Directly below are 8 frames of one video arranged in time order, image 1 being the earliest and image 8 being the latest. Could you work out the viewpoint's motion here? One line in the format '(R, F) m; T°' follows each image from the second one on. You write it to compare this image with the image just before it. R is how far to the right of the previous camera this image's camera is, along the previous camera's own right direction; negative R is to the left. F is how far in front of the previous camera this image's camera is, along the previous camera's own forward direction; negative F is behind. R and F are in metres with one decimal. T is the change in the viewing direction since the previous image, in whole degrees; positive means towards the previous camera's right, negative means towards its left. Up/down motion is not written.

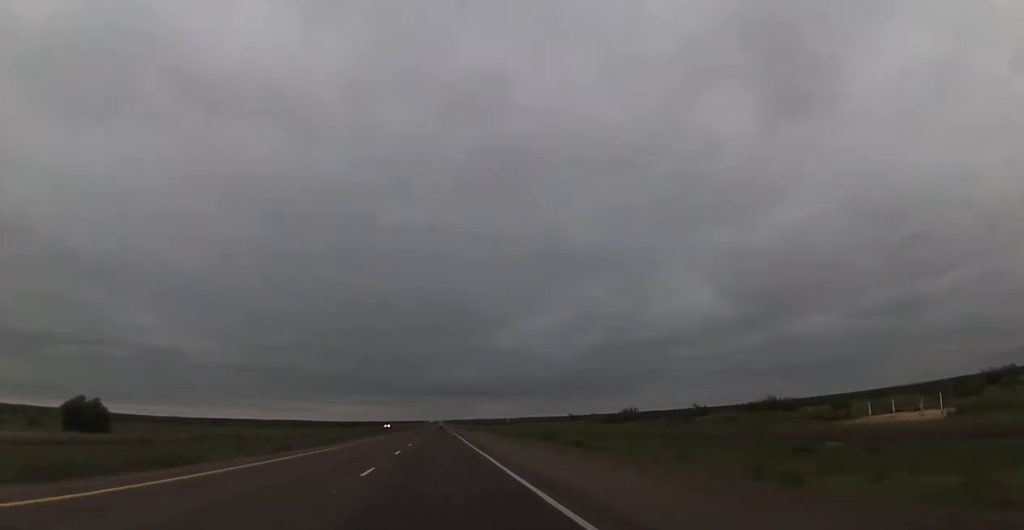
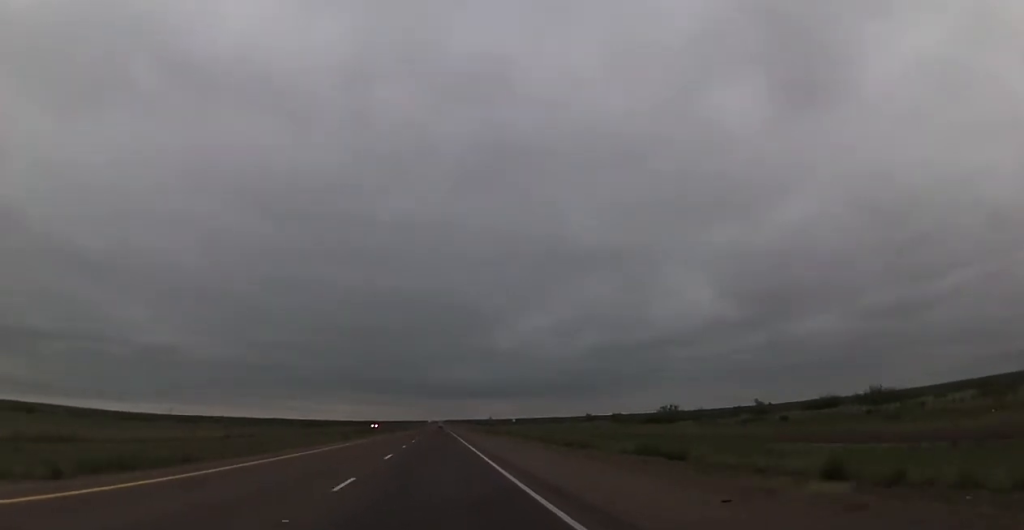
(0.0, +27.9) m; 0°
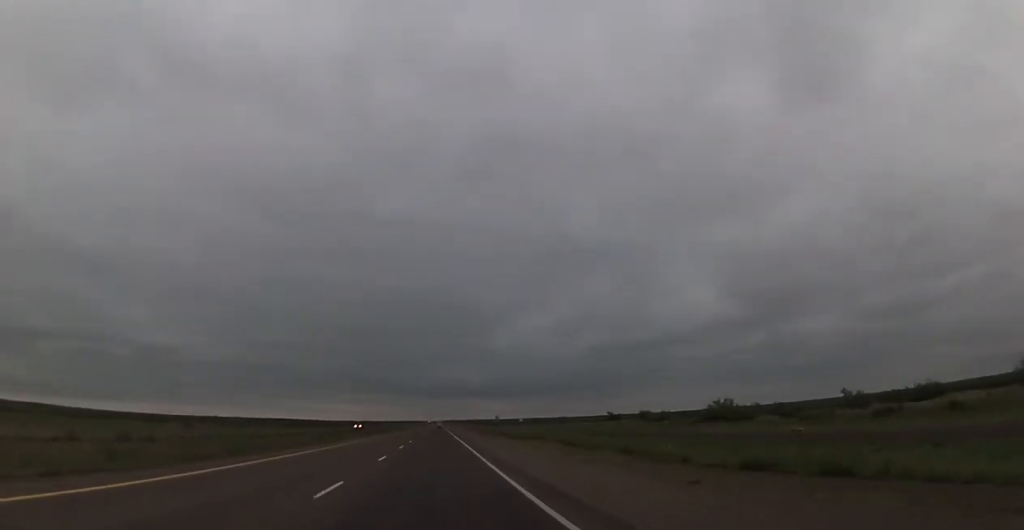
(-0.1, +25.5) m; 0°
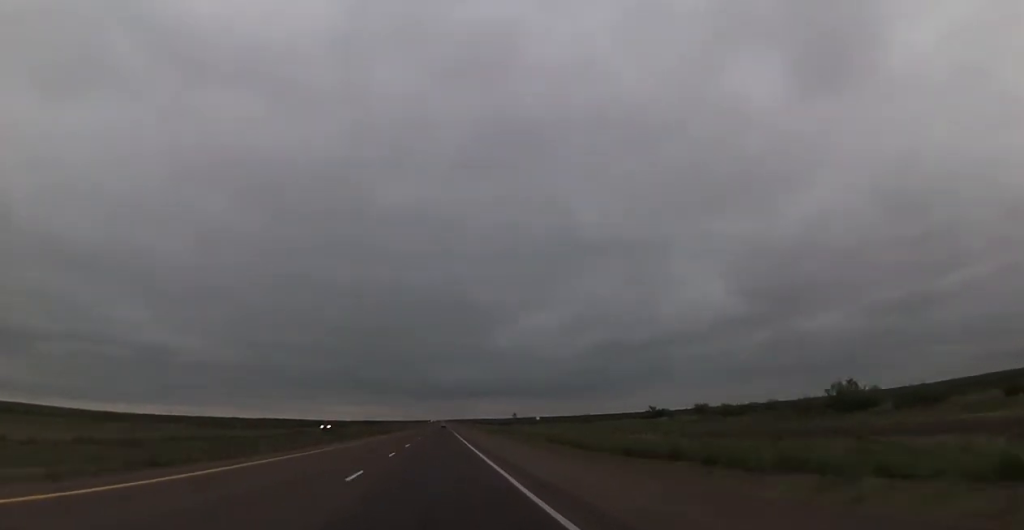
(0.0, +32.7) m; 0°
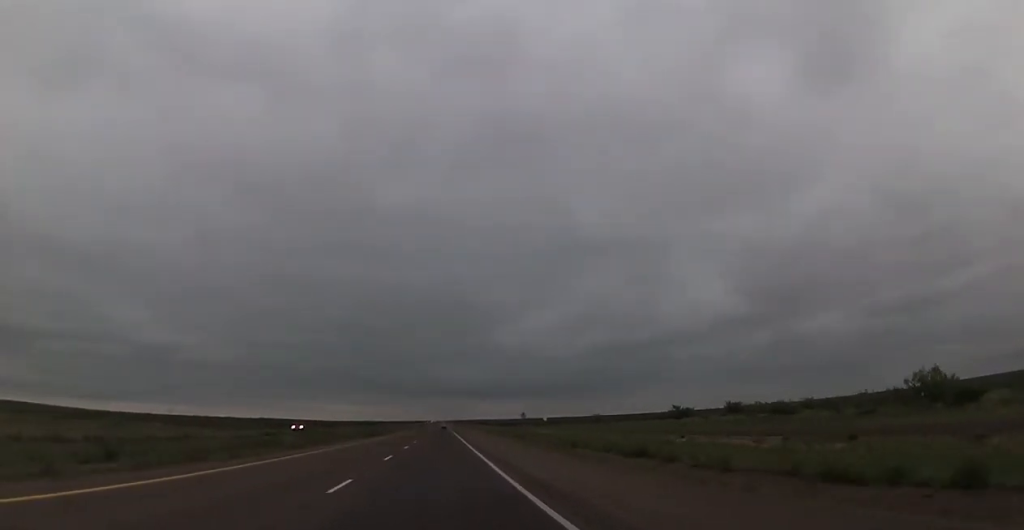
(-0.1, +14.5) m; 0°
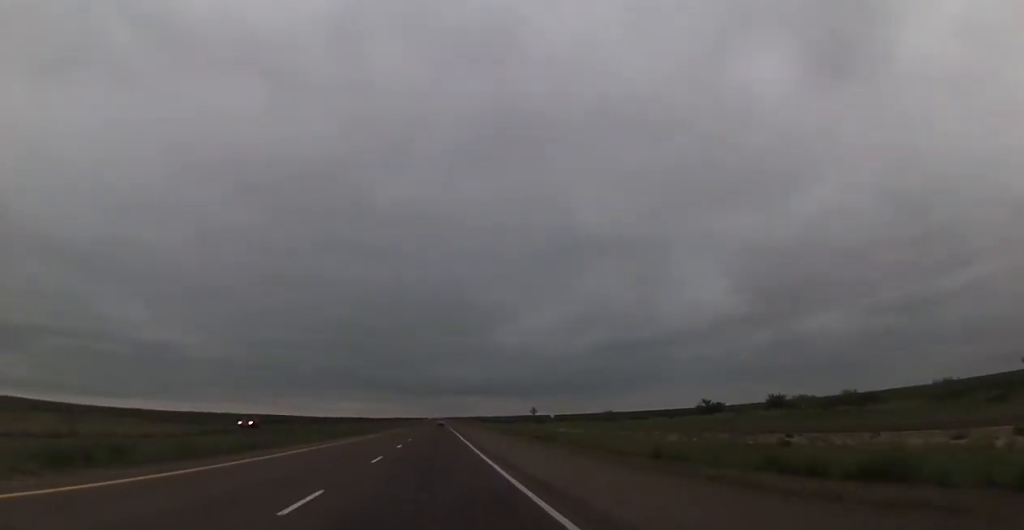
(0.0, +15.7) m; 0°
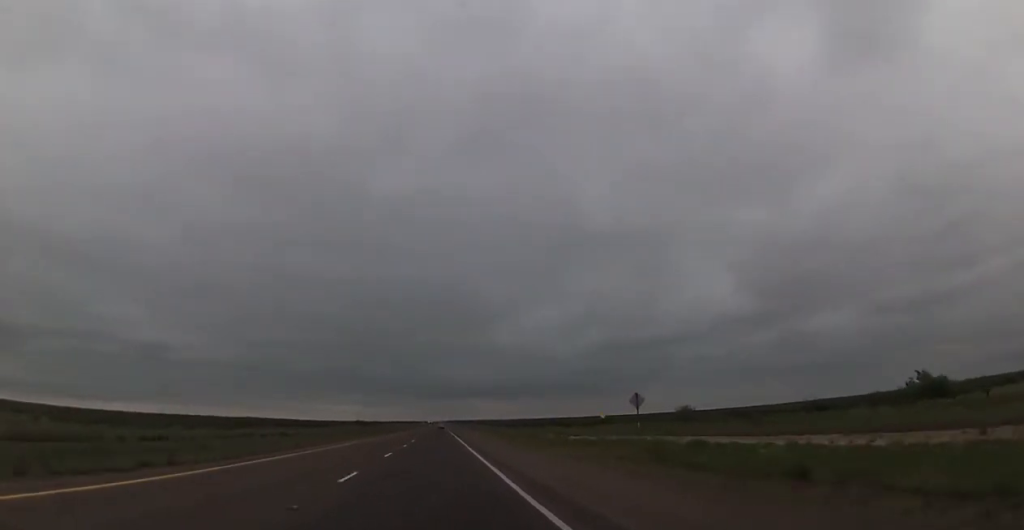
(+0.1, +54.4) m; 0°
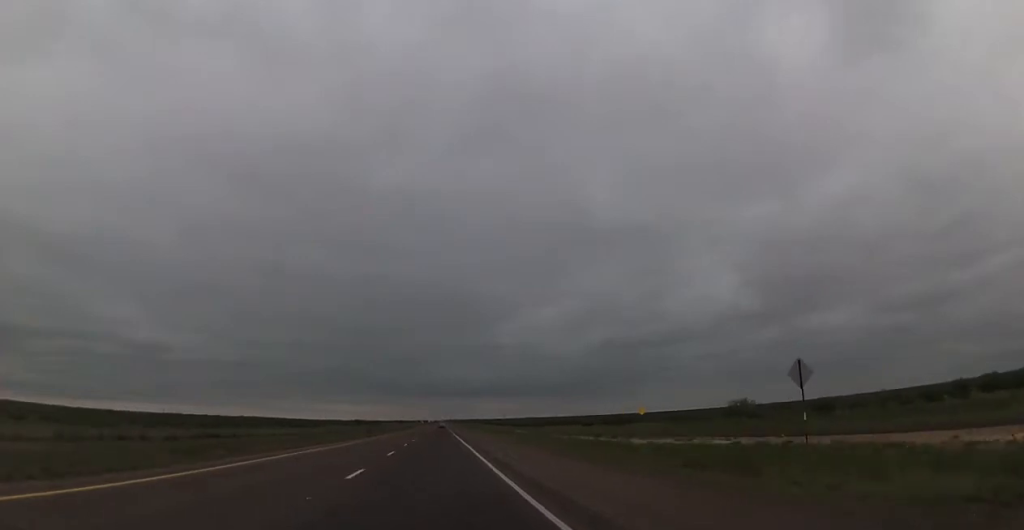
(+0.2, +23.1) m; -1°
